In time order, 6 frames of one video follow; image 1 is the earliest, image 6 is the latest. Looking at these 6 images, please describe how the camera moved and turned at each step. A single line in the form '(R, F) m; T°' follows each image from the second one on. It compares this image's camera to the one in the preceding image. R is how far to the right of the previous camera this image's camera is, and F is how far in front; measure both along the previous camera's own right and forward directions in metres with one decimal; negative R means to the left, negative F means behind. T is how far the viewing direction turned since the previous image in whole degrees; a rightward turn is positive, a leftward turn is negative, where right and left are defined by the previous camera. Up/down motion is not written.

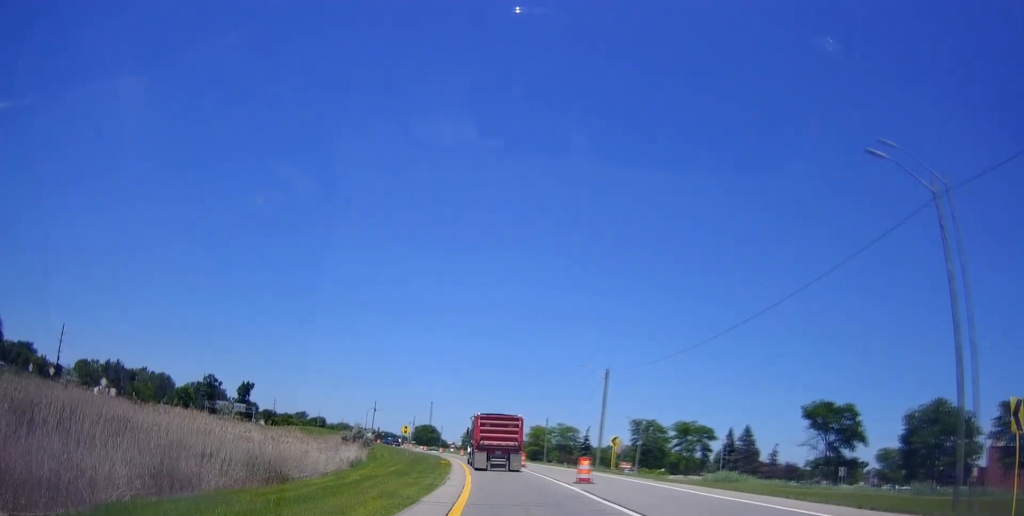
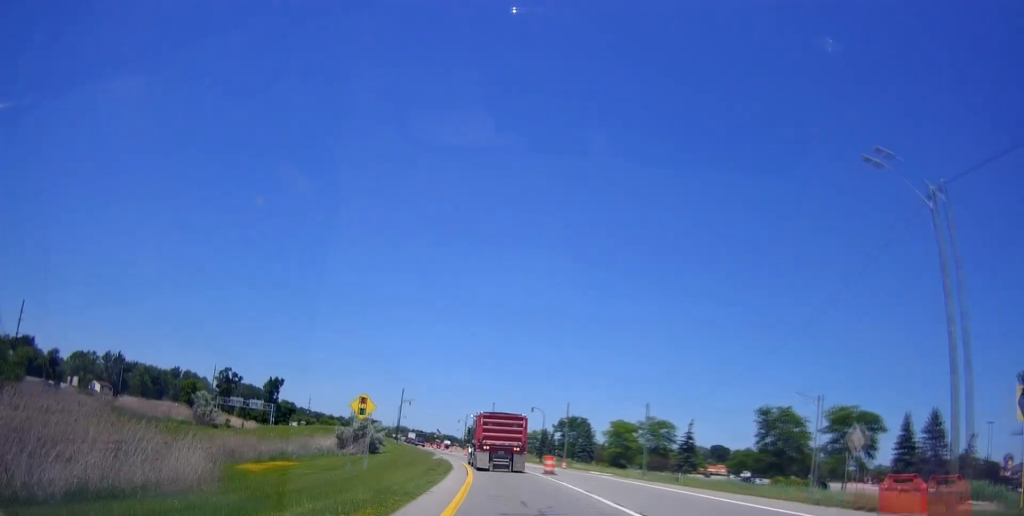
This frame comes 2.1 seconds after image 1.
(-0.4, +37.9) m; -1°
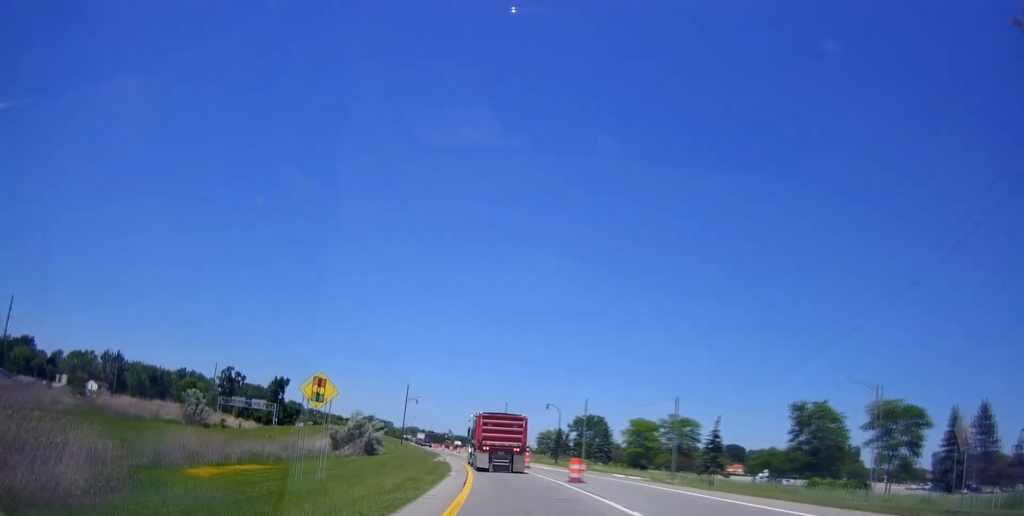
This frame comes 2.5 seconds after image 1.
(0.0, +7.7) m; 0°
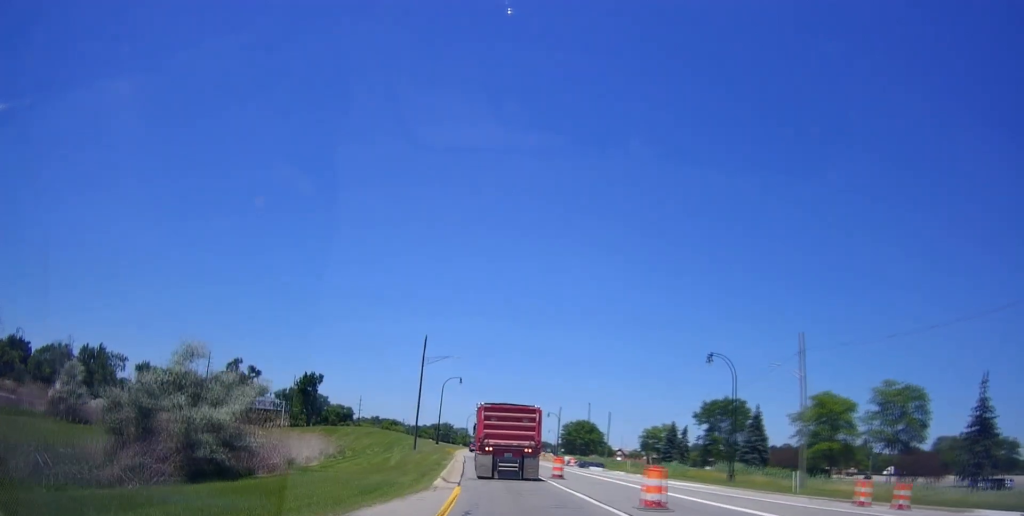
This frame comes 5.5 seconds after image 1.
(-1.3, +49.9) m; -8°
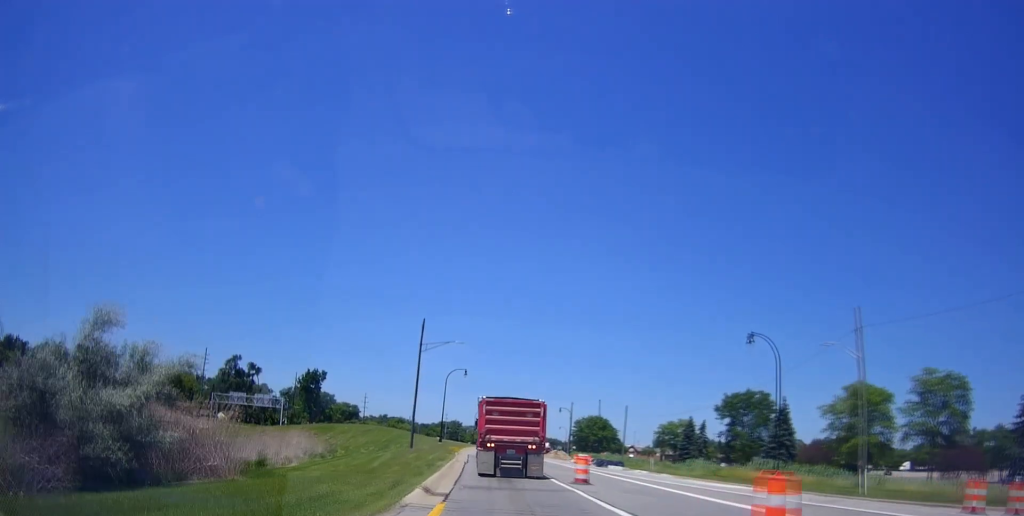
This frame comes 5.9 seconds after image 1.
(-0.4, +6.8) m; -3°
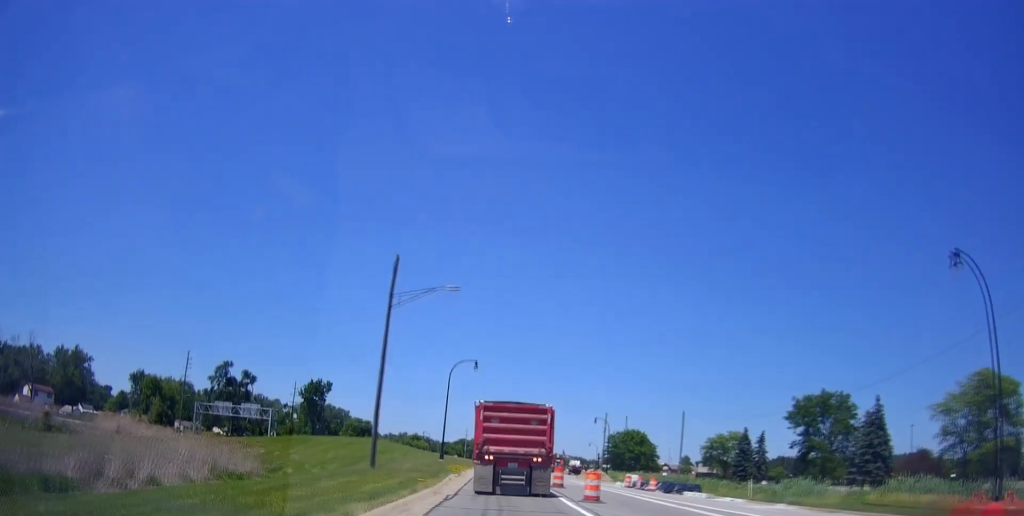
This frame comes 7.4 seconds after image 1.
(-0.9, +20.9) m; -4°
